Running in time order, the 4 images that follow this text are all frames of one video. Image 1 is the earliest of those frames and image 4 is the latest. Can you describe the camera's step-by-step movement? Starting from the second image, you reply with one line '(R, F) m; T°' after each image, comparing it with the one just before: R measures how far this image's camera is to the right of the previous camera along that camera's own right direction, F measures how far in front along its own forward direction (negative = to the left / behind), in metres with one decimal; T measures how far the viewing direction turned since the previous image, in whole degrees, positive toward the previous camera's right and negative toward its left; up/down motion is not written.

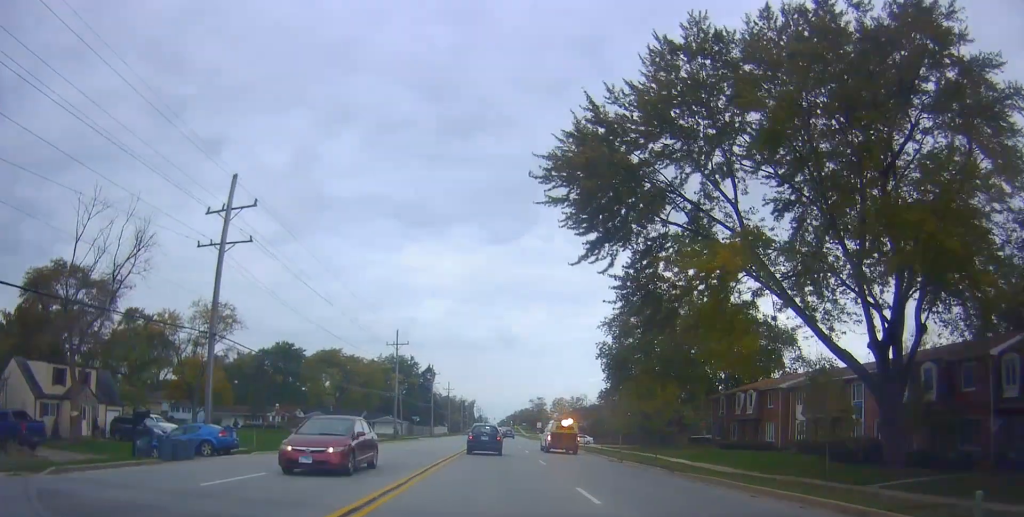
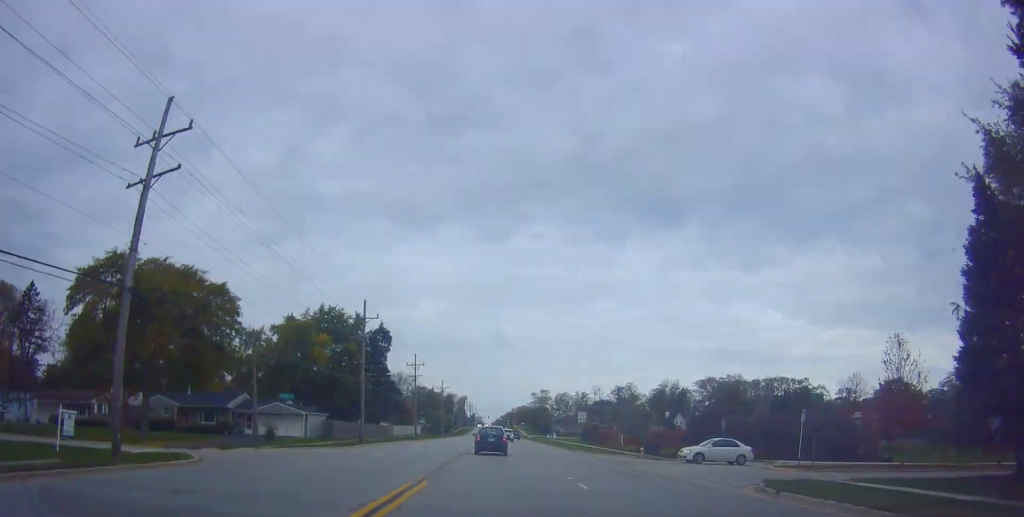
(+0.4, +58.8) m; +2°
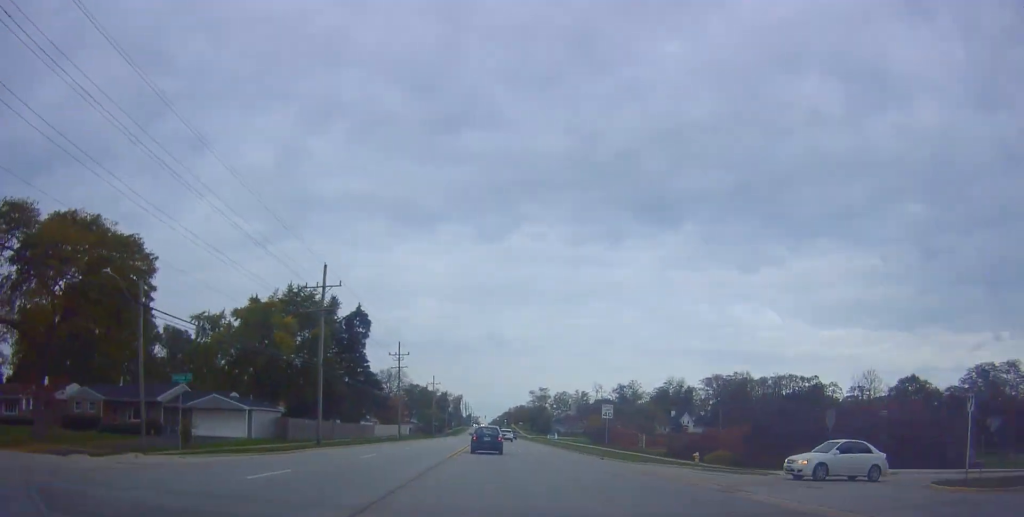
(0.0, +13.3) m; -1°
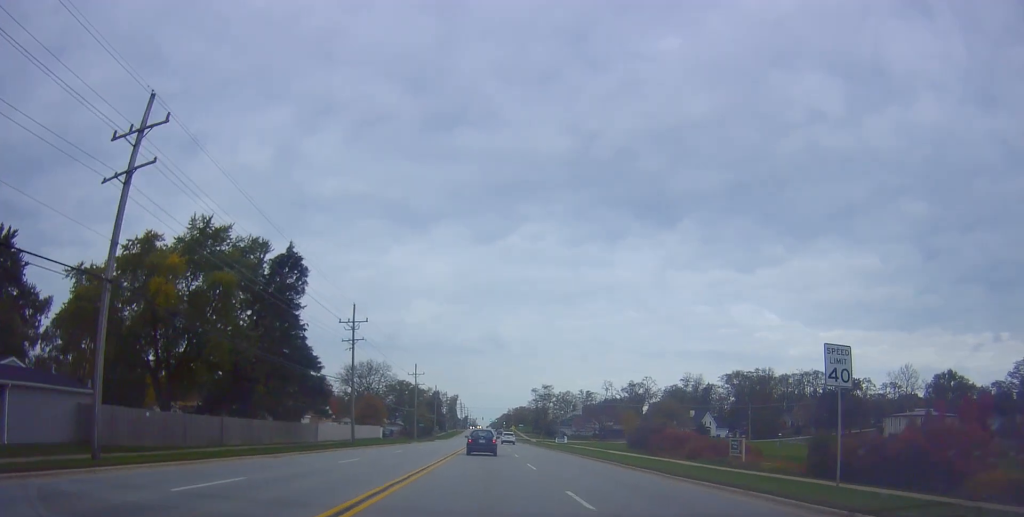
(-0.6, +27.1) m; 0°
